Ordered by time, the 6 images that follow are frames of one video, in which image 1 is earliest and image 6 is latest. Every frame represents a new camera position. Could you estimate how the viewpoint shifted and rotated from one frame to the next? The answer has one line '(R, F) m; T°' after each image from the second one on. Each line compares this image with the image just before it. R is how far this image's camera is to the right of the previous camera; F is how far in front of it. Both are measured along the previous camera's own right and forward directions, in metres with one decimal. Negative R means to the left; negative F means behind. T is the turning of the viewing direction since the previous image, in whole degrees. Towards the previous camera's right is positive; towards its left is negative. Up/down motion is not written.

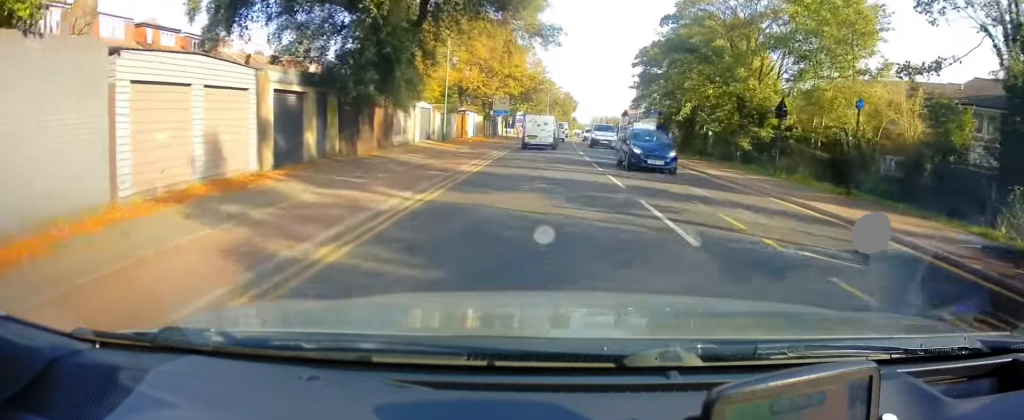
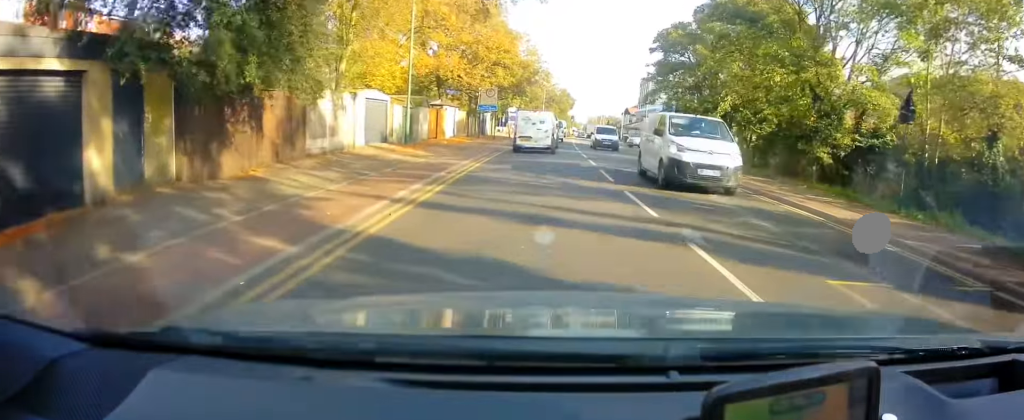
(-0.1, +9.6) m; 0°
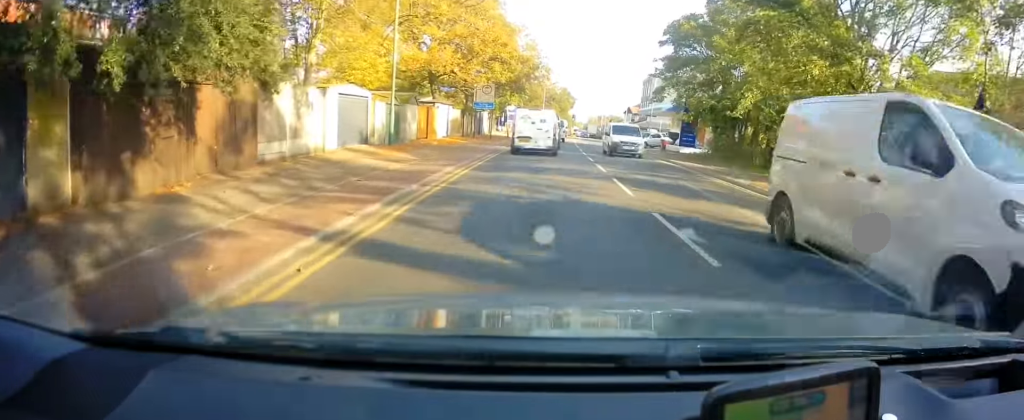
(+0.1, +3.4) m; +1°
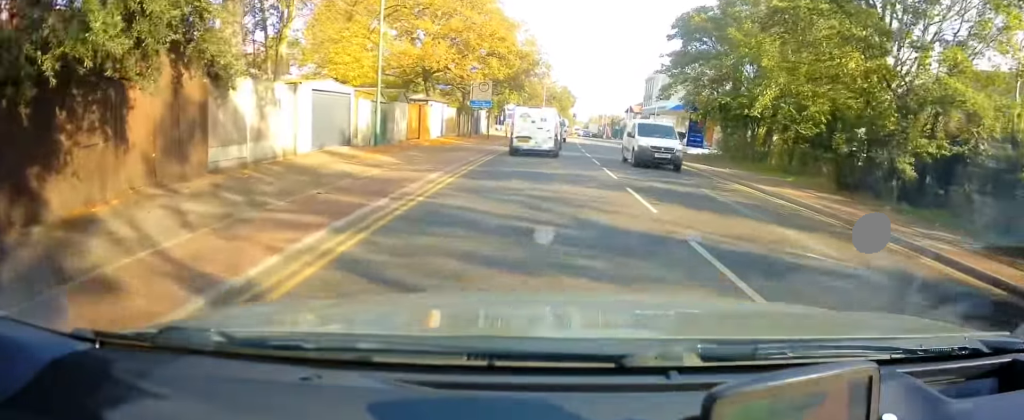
(0.0, +2.5) m; +1°
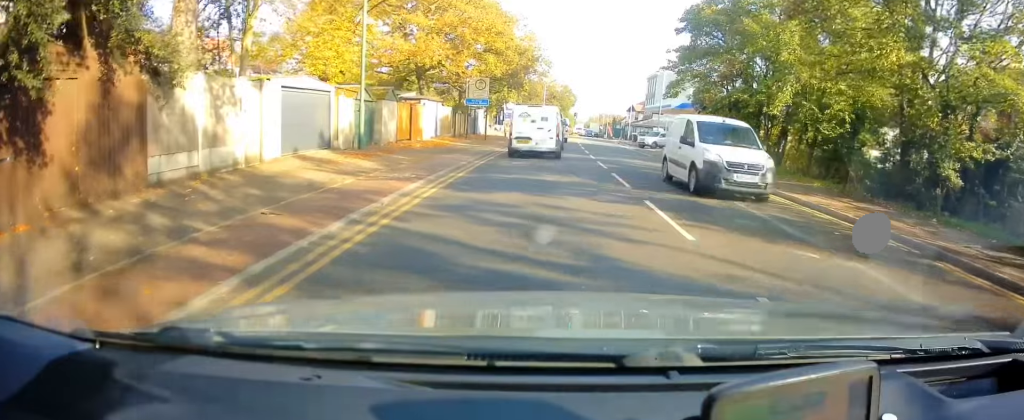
(-0.1, +2.4) m; +2°
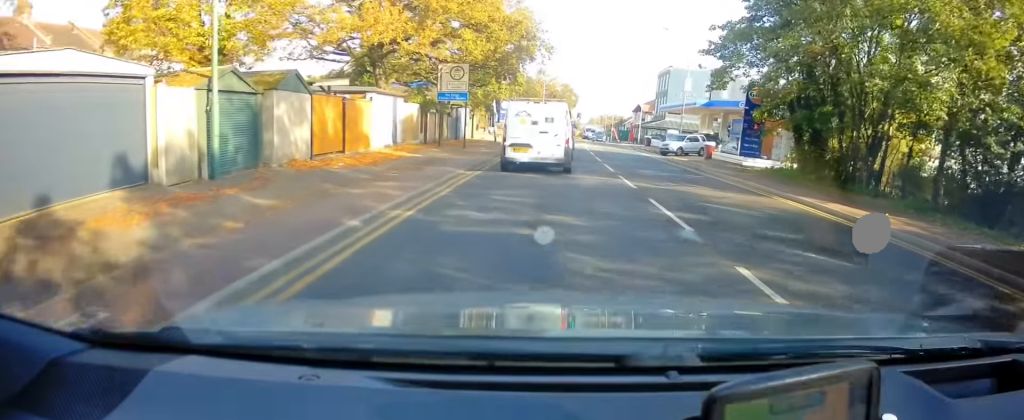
(-0.4, +11.0) m; -2°
